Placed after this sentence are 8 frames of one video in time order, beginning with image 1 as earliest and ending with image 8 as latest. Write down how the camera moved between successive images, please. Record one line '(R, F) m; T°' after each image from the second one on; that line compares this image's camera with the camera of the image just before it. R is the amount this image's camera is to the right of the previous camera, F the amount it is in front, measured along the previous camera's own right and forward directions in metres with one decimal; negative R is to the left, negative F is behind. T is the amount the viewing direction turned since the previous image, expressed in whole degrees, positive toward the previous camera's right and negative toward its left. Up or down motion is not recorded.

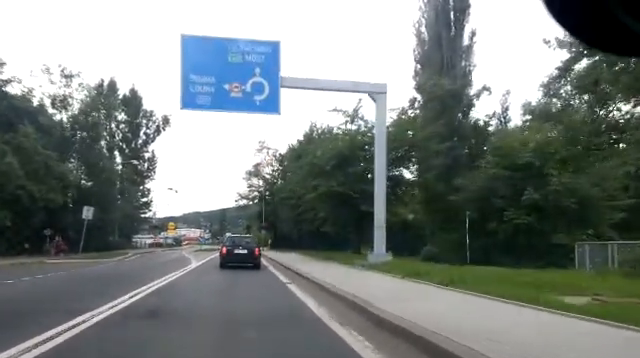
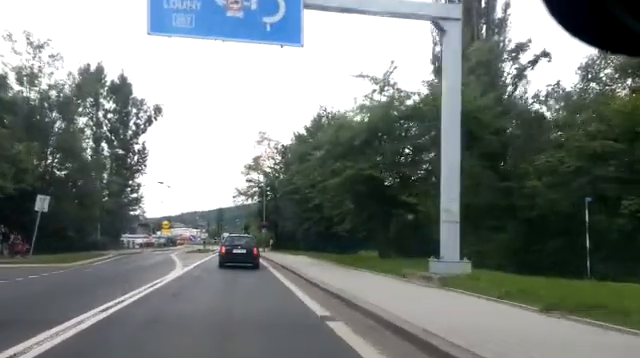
(-0.3, +6.7) m; -1°
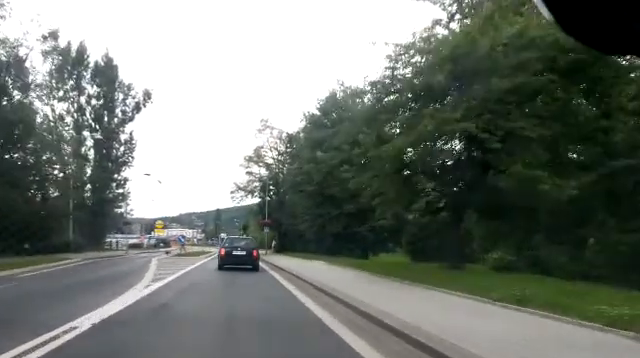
(0.0, +8.1) m; +1°
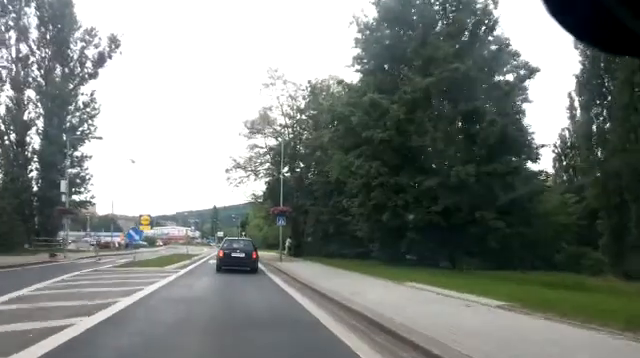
(+0.6, +17.8) m; 0°
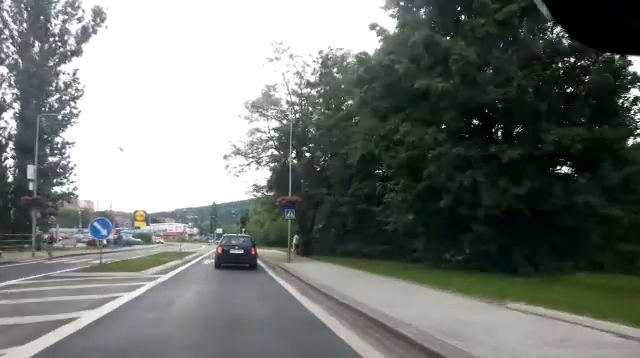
(-0.3, +5.4) m; -1°
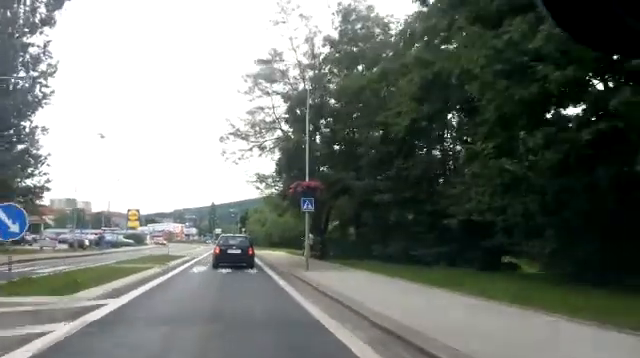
(-0.1, +6.8) m; 0°
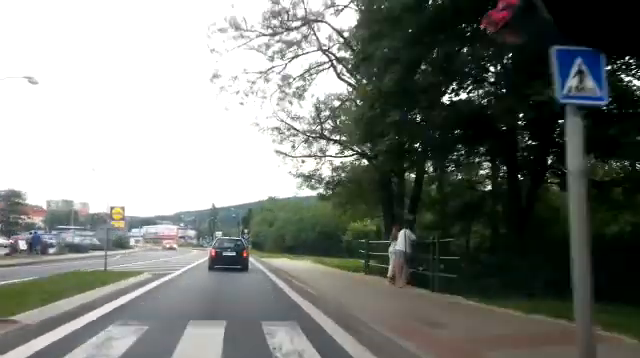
(+0.7, +16.0) m; +2°
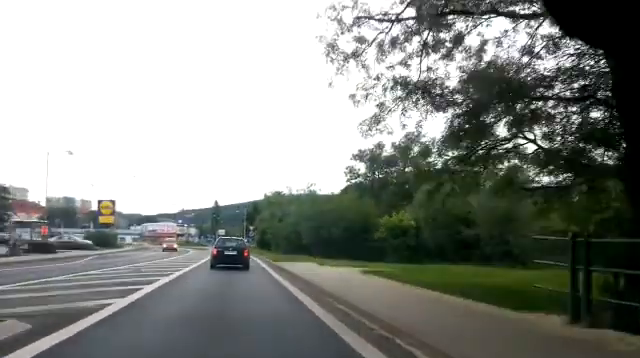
(-0.1, +10.5) m; -3°
